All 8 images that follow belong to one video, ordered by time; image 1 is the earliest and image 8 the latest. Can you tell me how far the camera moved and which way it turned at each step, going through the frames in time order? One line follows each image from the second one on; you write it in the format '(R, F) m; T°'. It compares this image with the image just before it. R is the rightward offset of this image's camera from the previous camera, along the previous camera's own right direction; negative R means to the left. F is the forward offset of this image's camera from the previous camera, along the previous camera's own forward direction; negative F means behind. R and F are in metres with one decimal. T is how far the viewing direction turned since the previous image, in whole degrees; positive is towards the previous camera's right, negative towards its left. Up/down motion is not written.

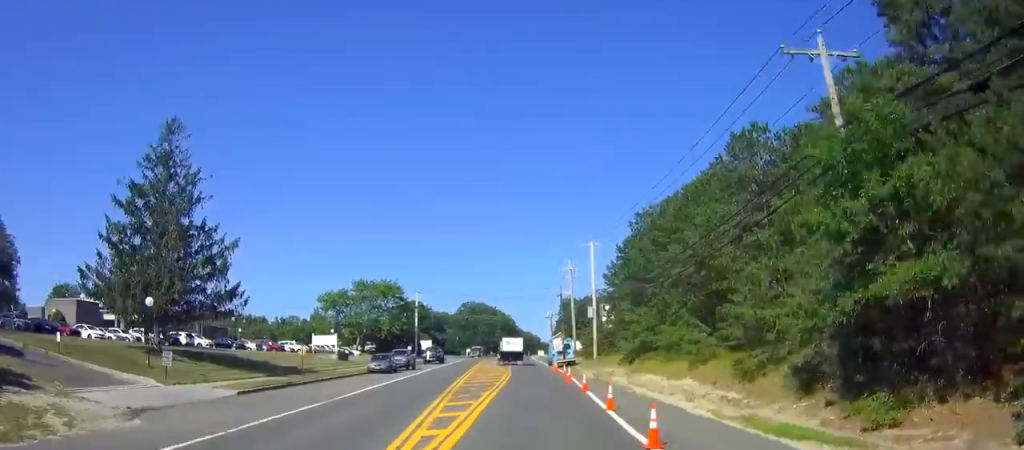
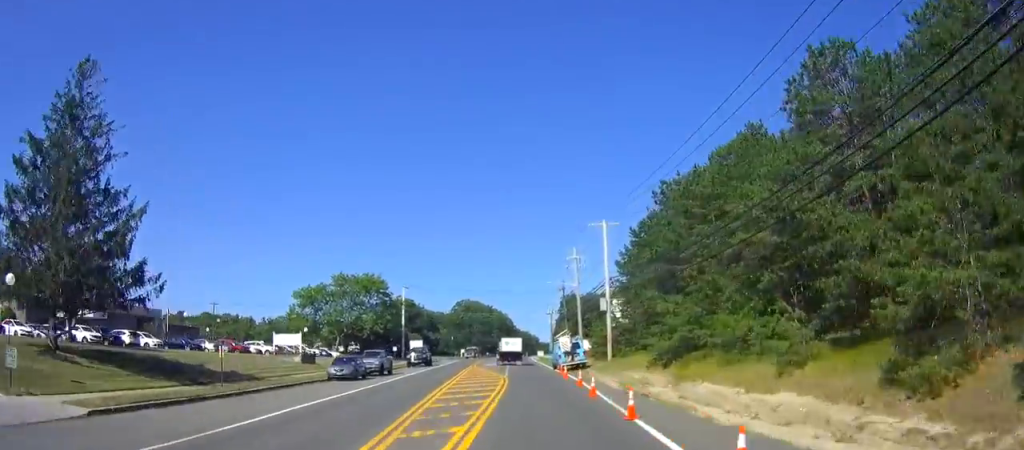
(0.0, +10.4) m; +1°
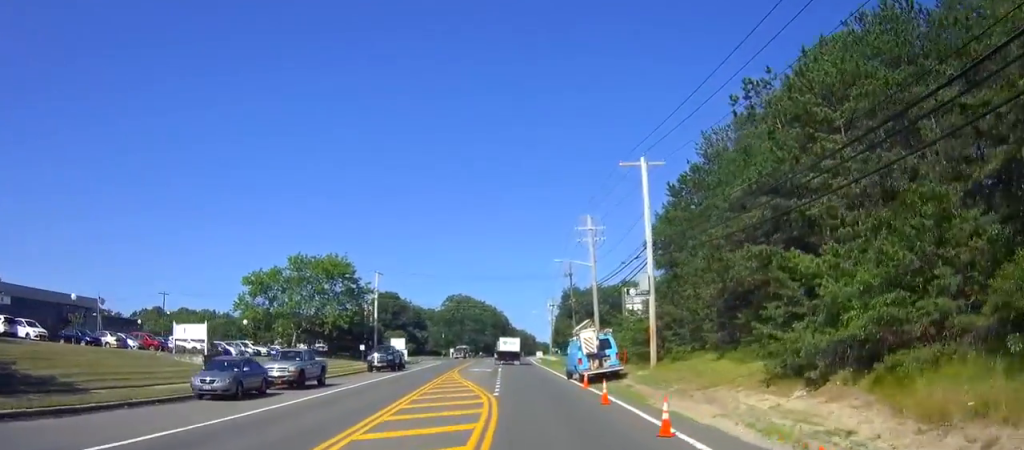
(+0.2, +17.0) m; +1°
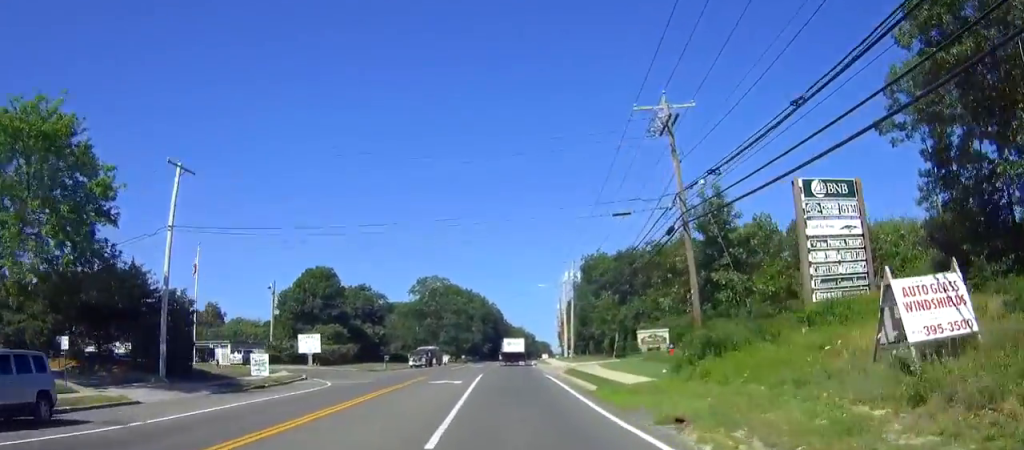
(-0.1, +50.6) m; 0°
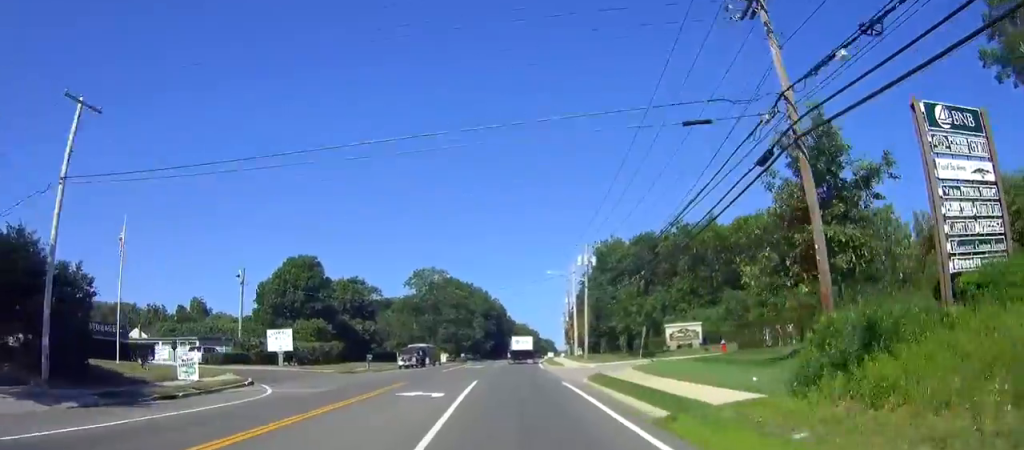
(0.0, +10.2) m; 0°
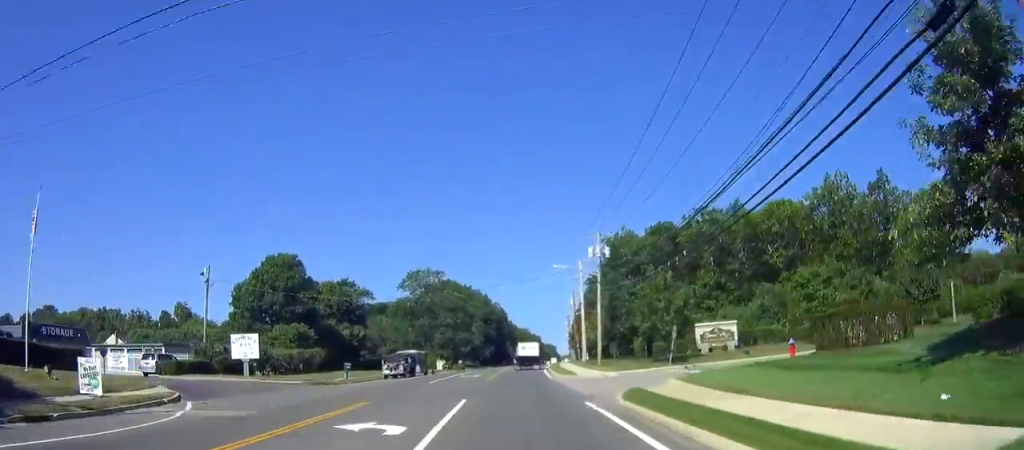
(0.0, +8.6) m; 0°
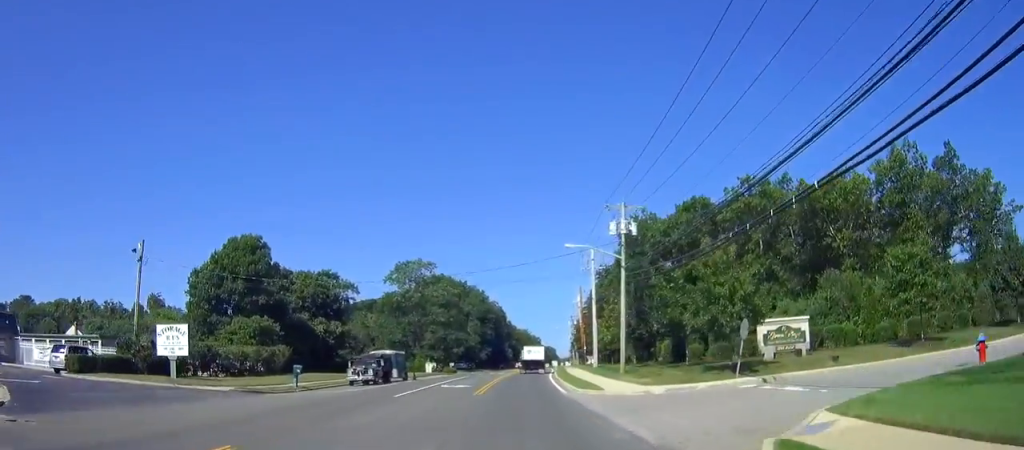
(0.0, +12.0) m; 0°
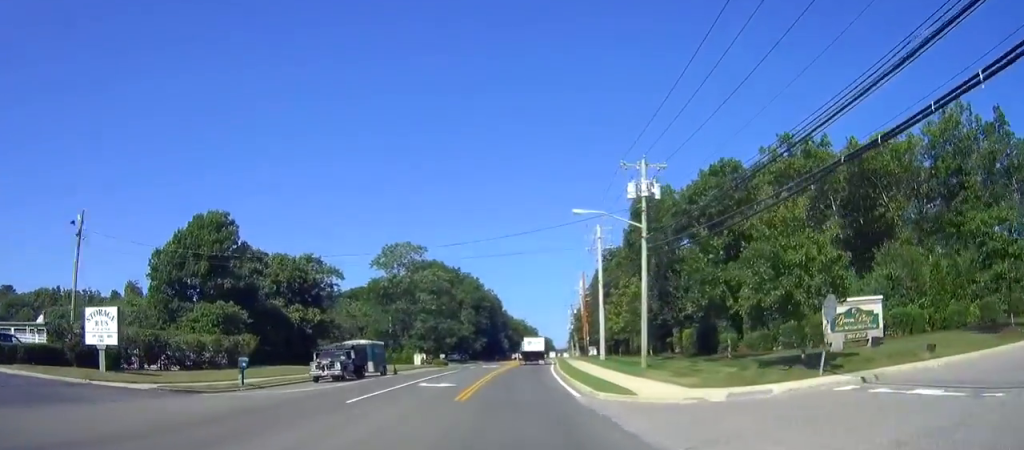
(0.0, +8.0) m; 0°
